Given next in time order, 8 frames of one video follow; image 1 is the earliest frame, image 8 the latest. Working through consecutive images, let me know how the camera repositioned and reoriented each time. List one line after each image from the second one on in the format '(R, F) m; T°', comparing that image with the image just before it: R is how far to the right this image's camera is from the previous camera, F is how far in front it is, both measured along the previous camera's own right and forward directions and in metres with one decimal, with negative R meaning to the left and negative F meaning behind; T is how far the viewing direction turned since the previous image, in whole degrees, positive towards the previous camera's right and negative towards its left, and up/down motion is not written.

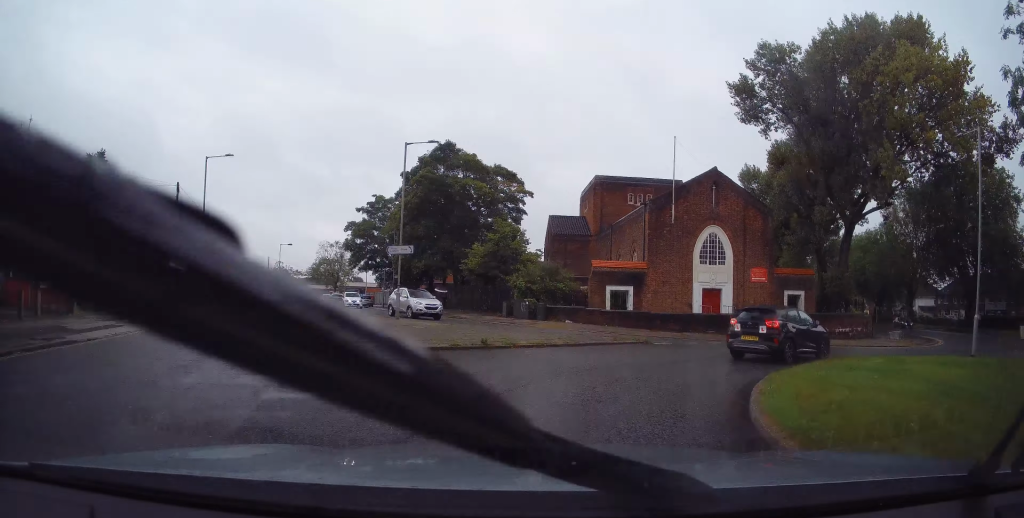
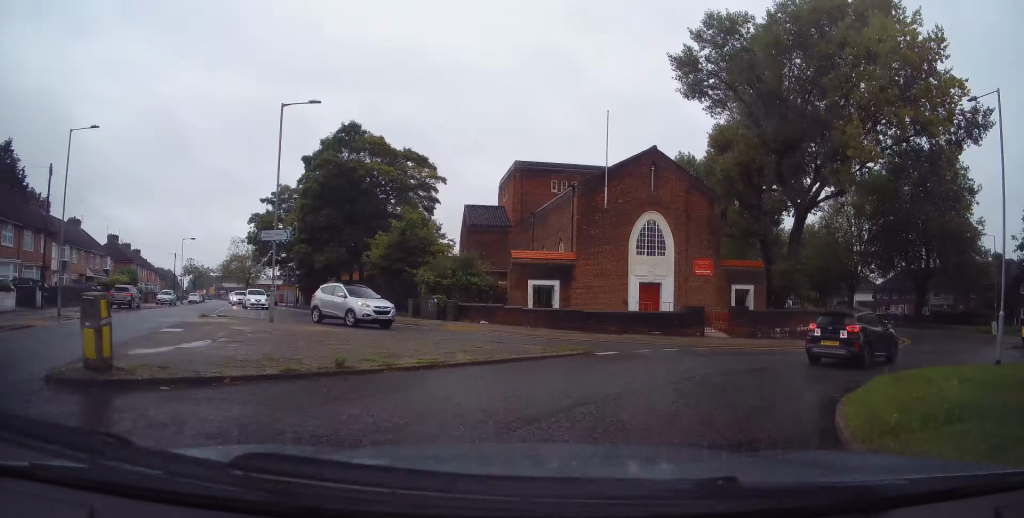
(+0.3, +4.7) m; +7°
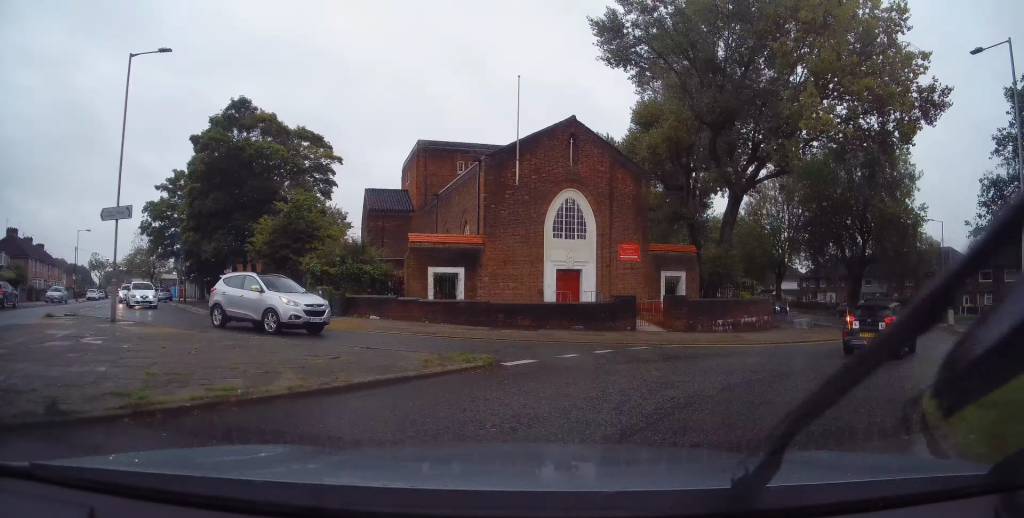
(+0.2, +3.9) m; +9°
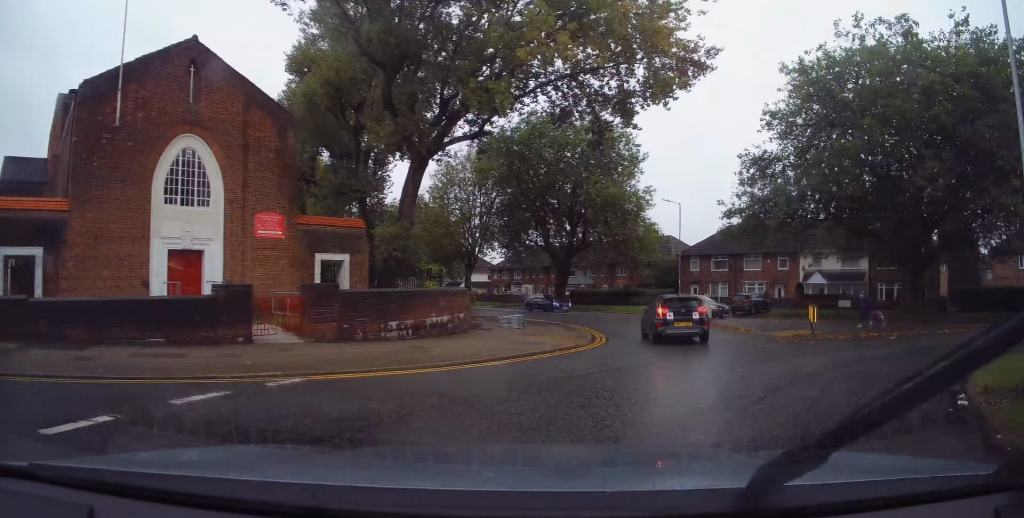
(+2.0, +7.8) m; +29°
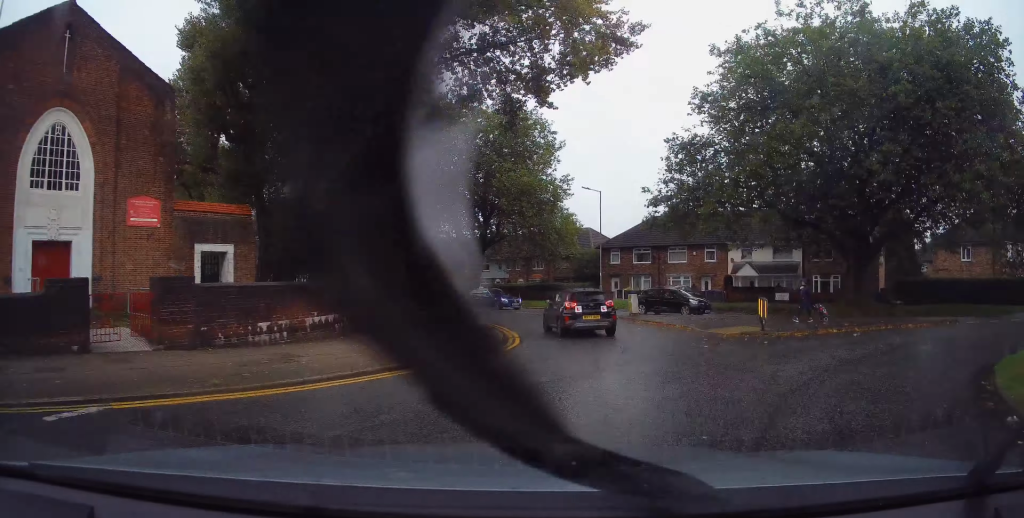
(+0.2, +2.6) m; +8°
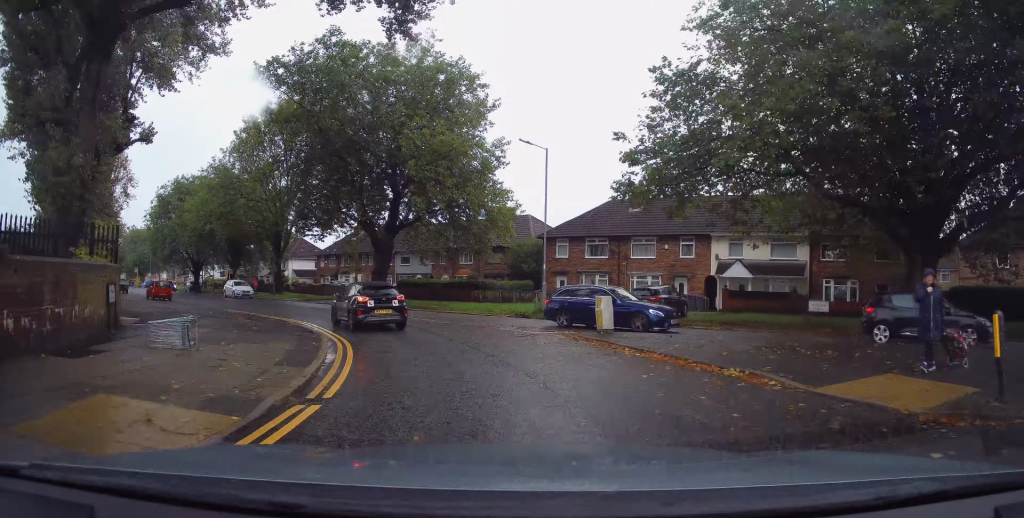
(+1.4, +10.8) m; +5°
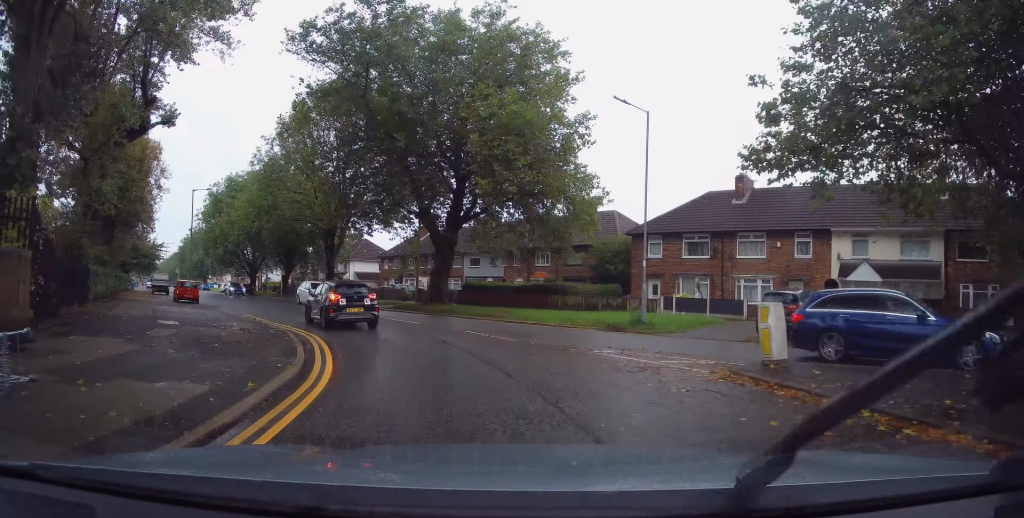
(-0.4, +5.8) m; -8°
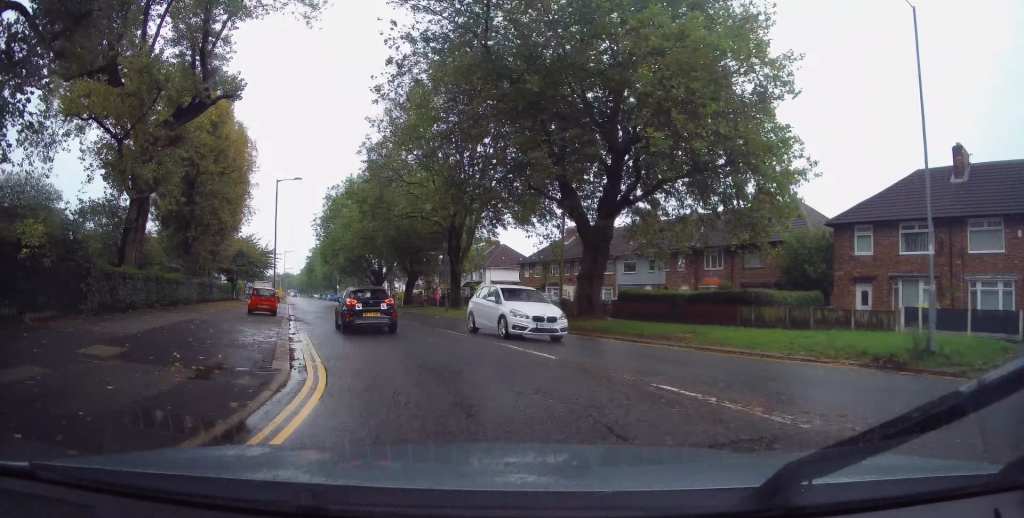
(-0.9, +7.9) m; -13°
